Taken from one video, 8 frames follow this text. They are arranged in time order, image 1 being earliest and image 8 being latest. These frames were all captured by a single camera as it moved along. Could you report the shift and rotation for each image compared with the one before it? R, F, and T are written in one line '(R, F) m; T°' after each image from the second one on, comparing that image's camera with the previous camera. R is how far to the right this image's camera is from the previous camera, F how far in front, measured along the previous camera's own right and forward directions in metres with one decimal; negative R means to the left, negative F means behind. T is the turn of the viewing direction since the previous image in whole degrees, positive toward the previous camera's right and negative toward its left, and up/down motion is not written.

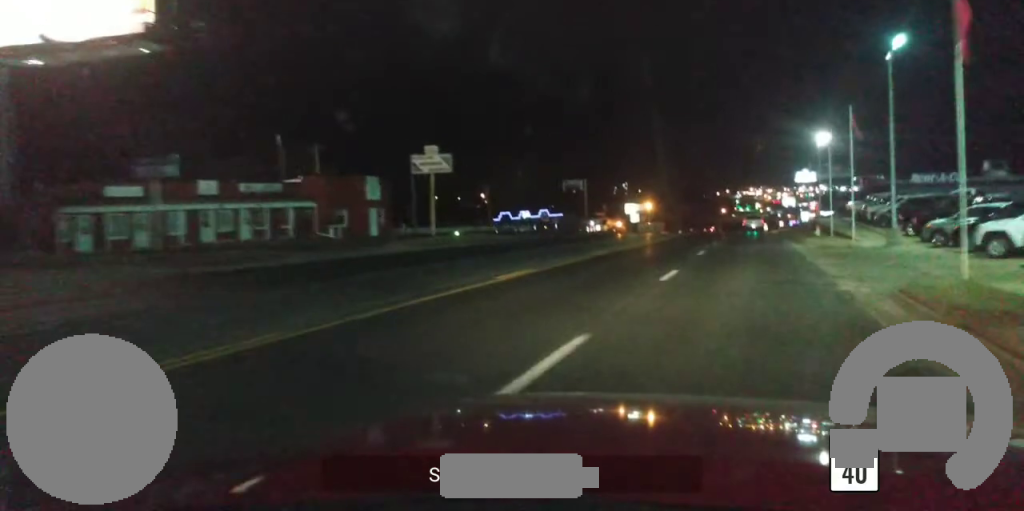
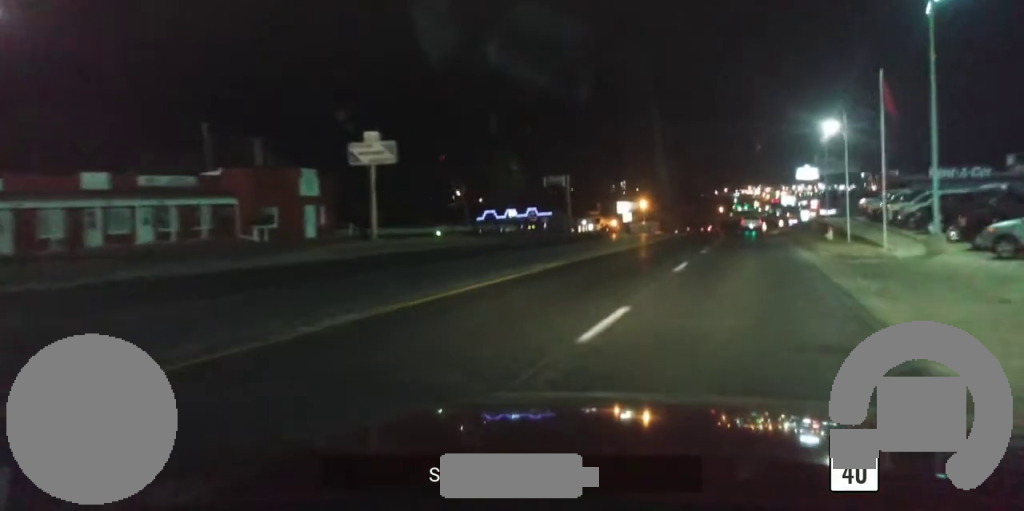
(-0.5, +8.6) m; 0°
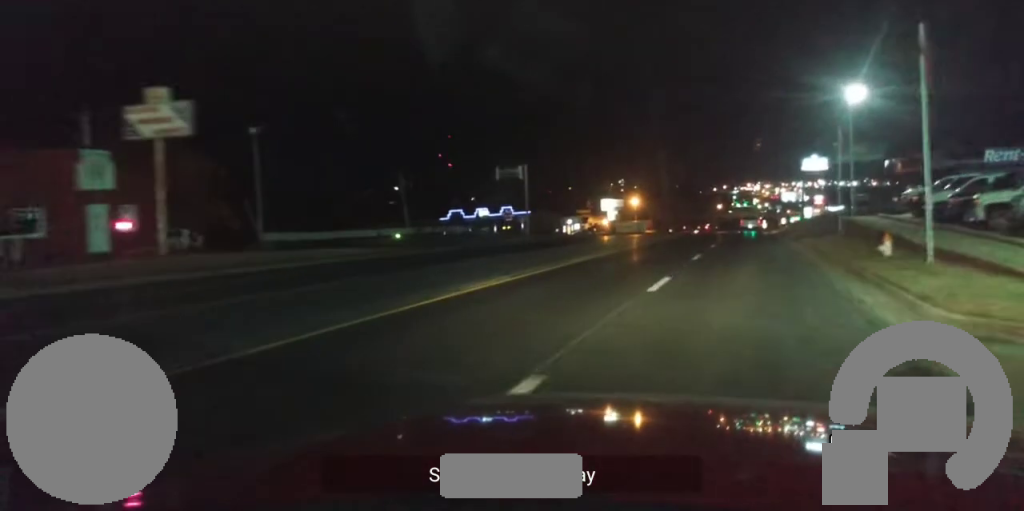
(+0.3, +17.3) m; +2°
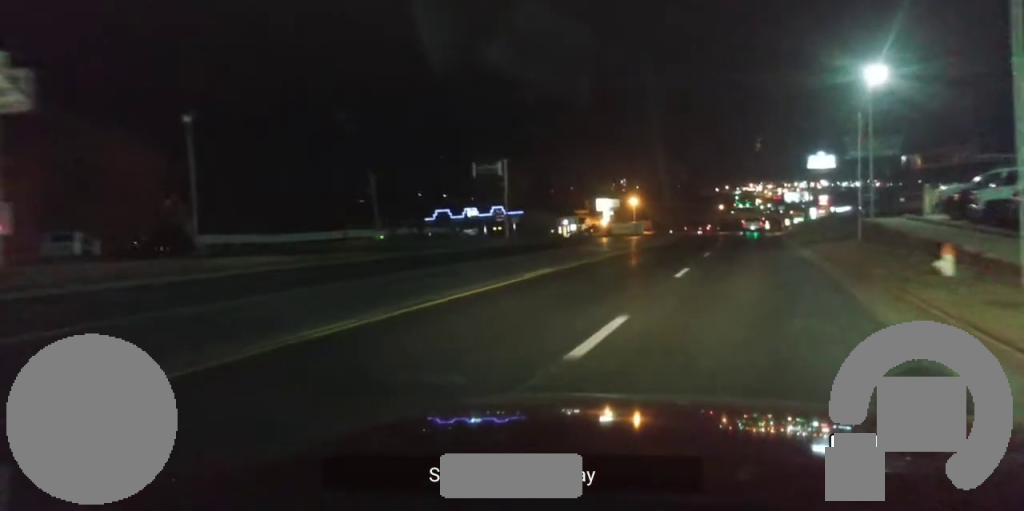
(+0.1, +7.1) m; +1°
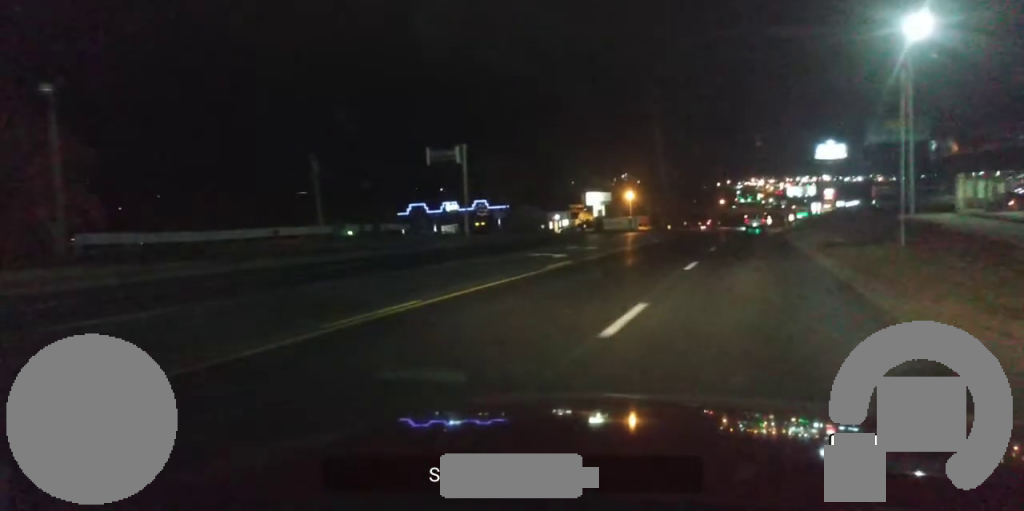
(+0.1, +10.4) m; 0°
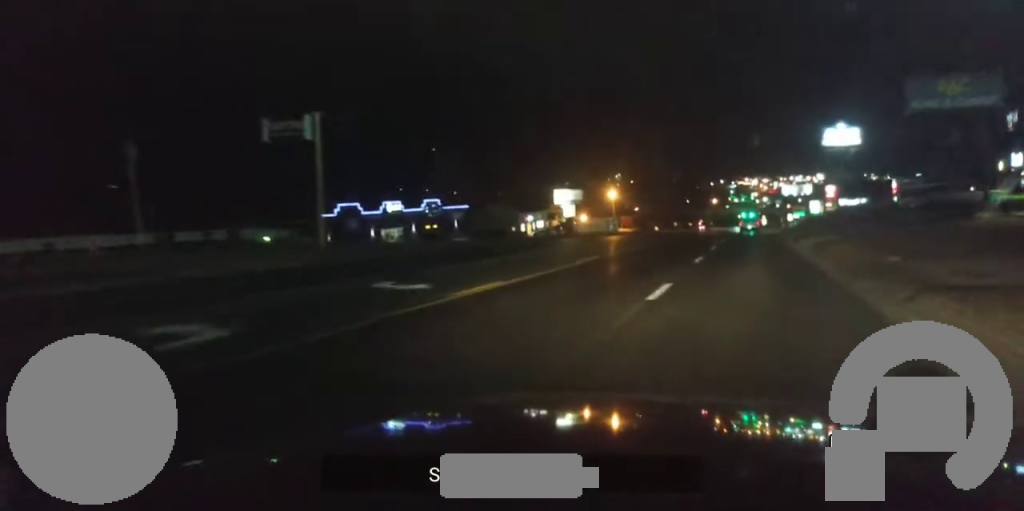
(0.0, +19.4) m; -2°
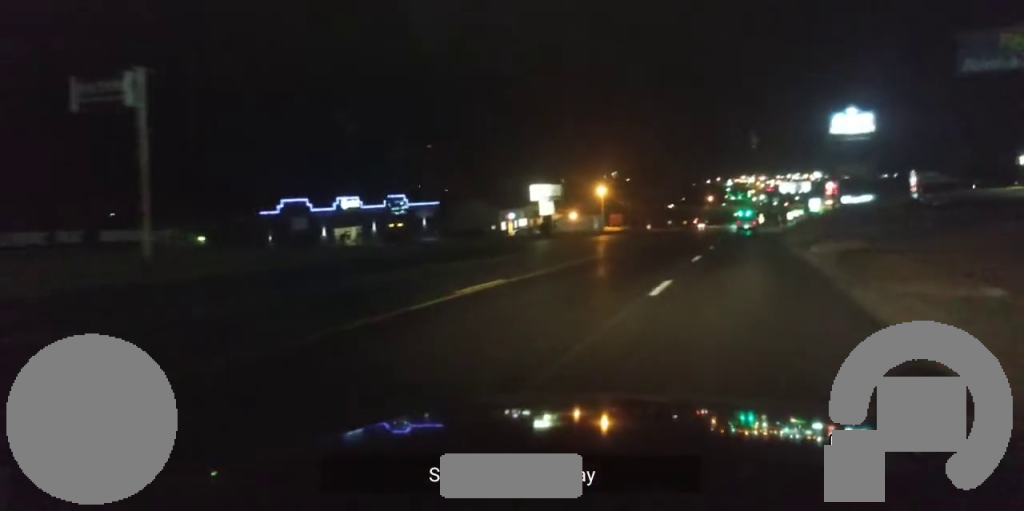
(-0.4, +11.1) m; -1°
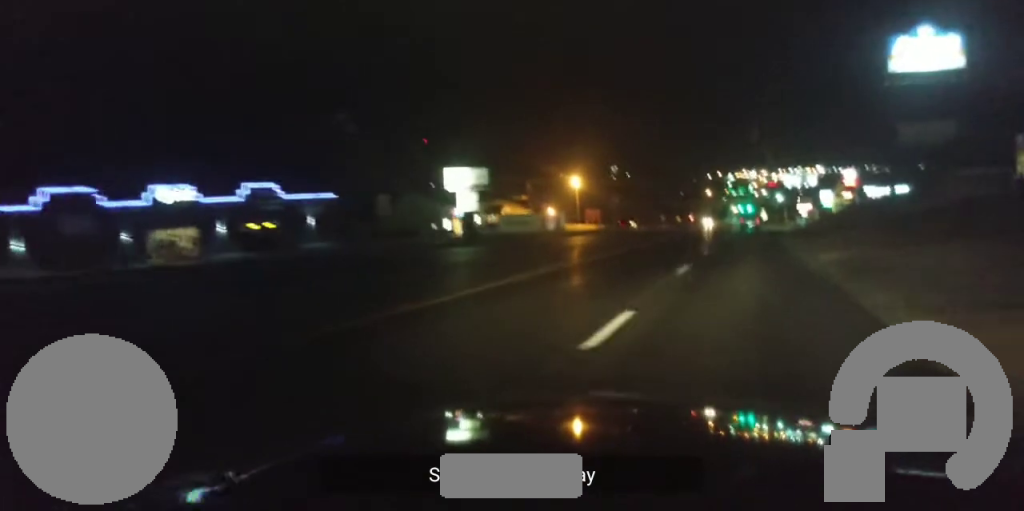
(0.0, +29.8) m; 0°
